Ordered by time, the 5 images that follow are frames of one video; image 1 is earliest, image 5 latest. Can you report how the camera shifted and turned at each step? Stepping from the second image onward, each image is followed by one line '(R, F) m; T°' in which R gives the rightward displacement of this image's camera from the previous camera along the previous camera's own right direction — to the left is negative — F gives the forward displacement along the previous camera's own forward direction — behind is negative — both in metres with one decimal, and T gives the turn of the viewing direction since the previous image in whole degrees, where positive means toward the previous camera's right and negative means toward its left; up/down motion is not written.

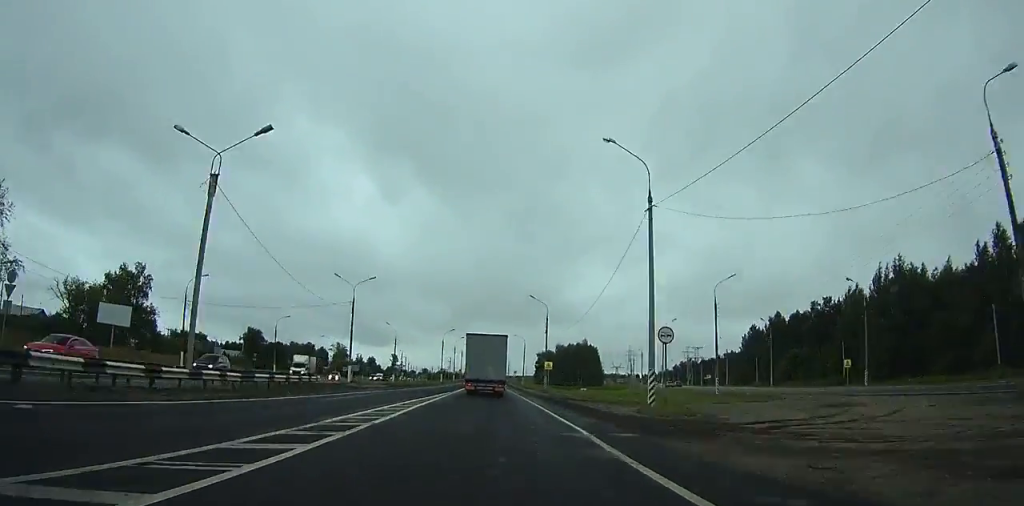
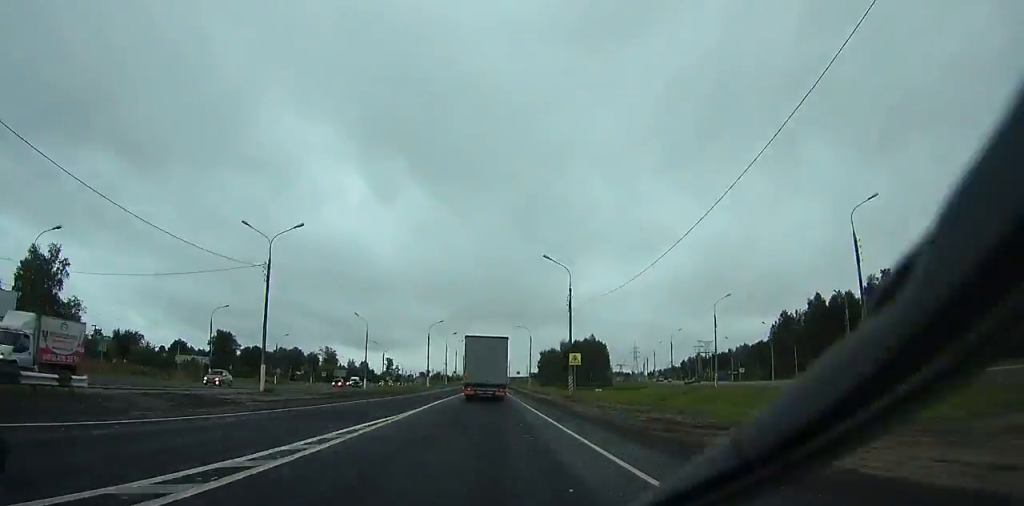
(+0.1, +24.7) m; 0°
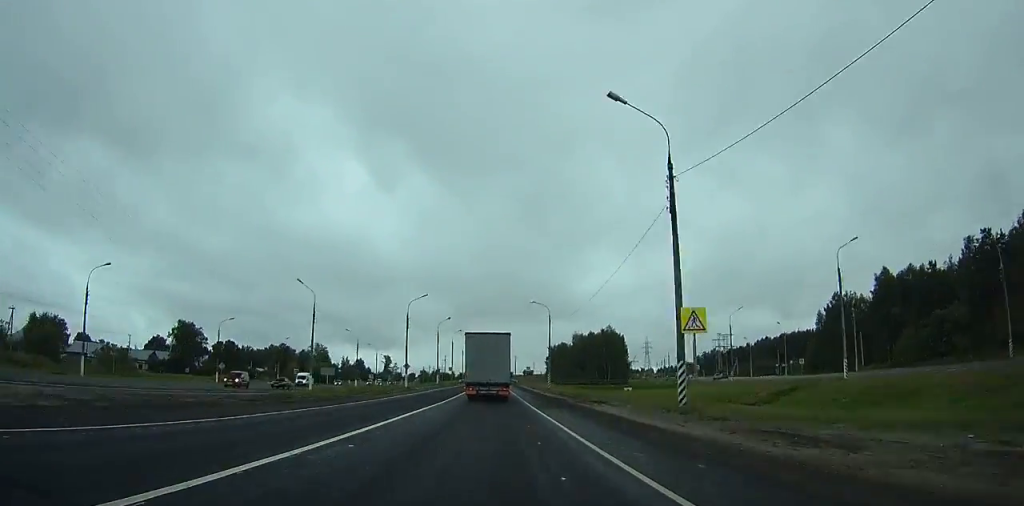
(0.0, +28.5) m; 0°
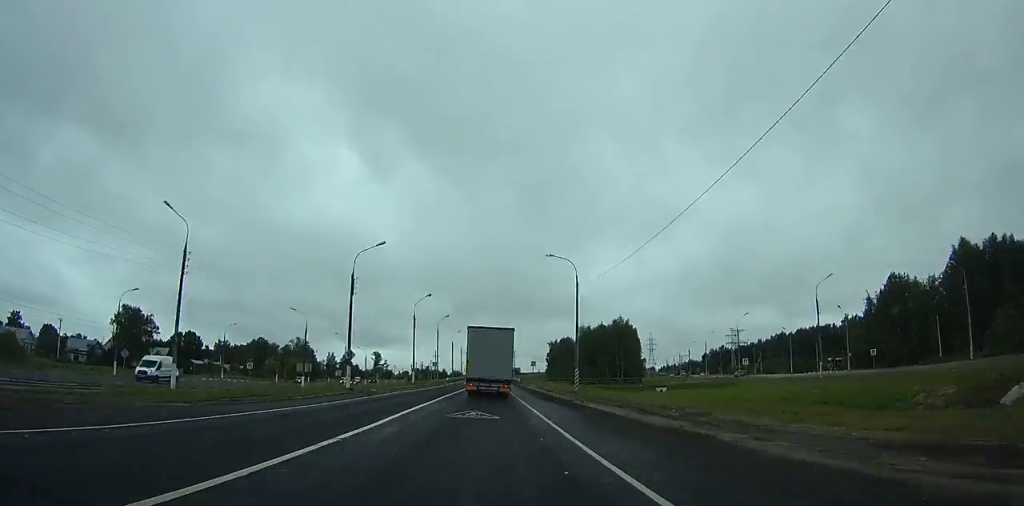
(0.0, +27.0) m; 0°
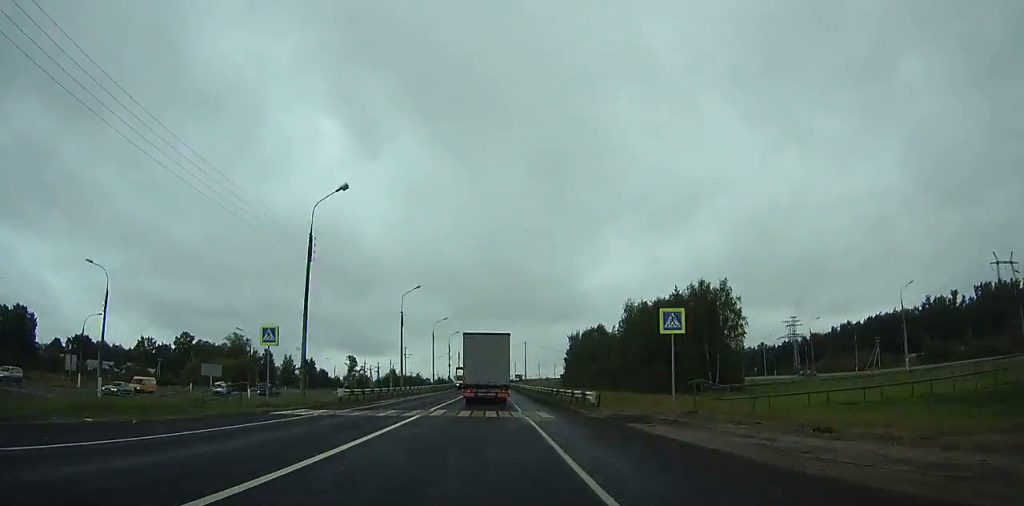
(-0.1, +76.7) m; 0°
